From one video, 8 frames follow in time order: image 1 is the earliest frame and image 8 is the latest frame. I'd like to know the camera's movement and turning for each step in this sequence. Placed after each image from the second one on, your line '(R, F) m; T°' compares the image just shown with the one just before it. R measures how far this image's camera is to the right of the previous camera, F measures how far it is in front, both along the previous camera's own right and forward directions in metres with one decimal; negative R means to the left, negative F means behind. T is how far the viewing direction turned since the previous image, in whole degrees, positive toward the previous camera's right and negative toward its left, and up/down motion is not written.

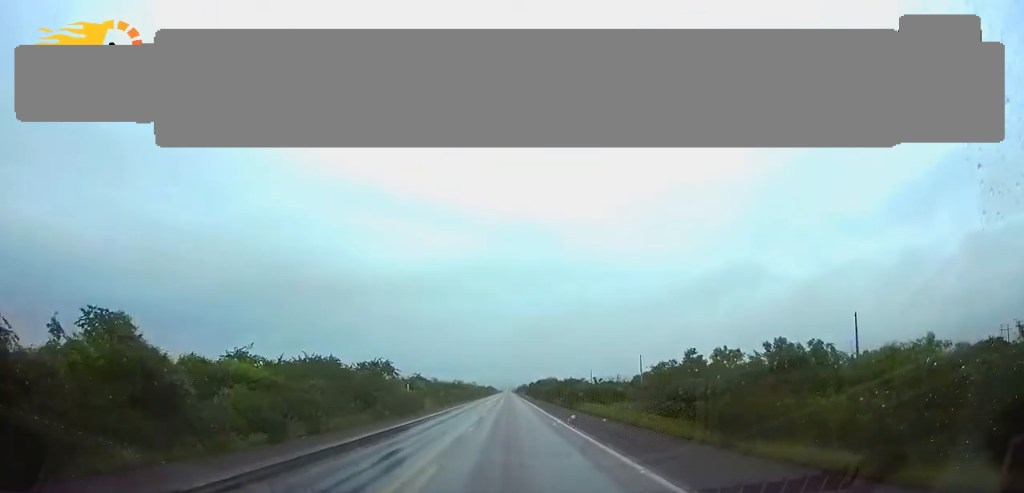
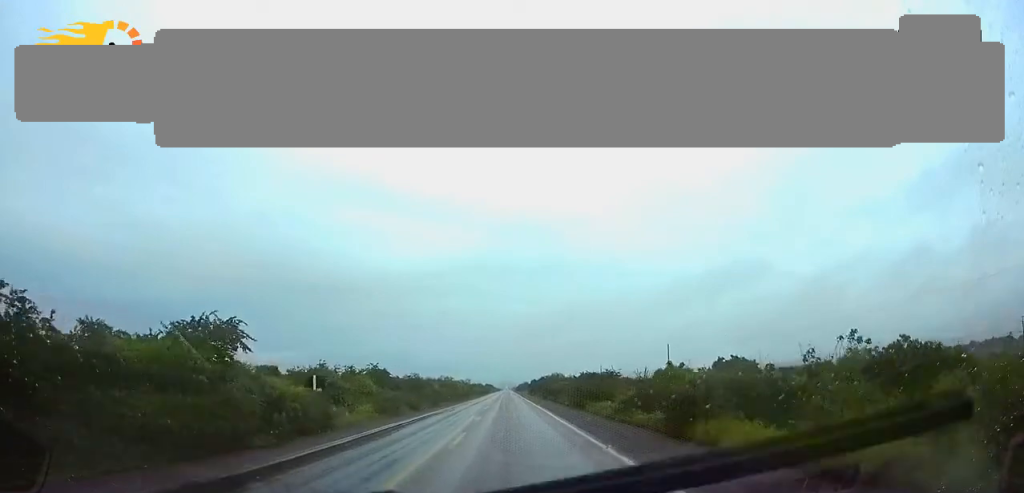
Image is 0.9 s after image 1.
(0.0, +29.0) m; 0°
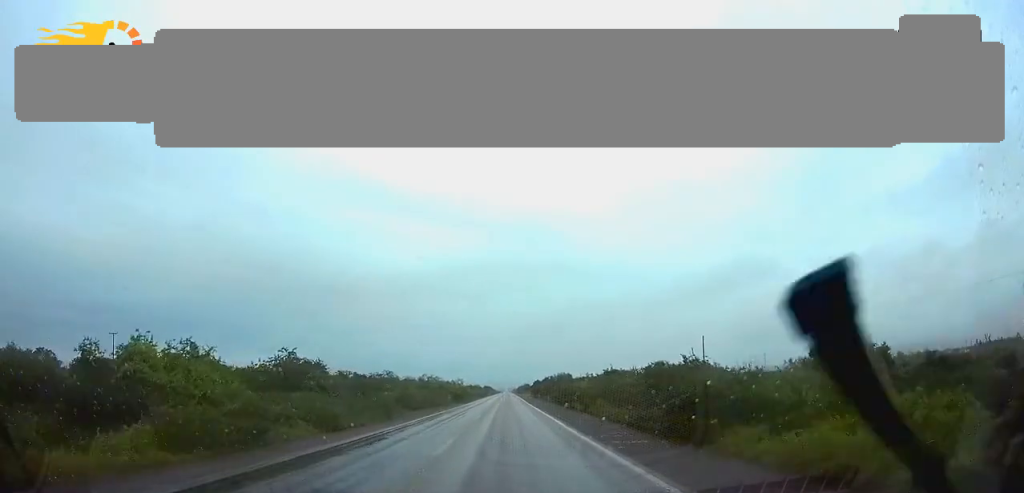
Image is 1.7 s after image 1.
(0.0, +24.8) m; 0°
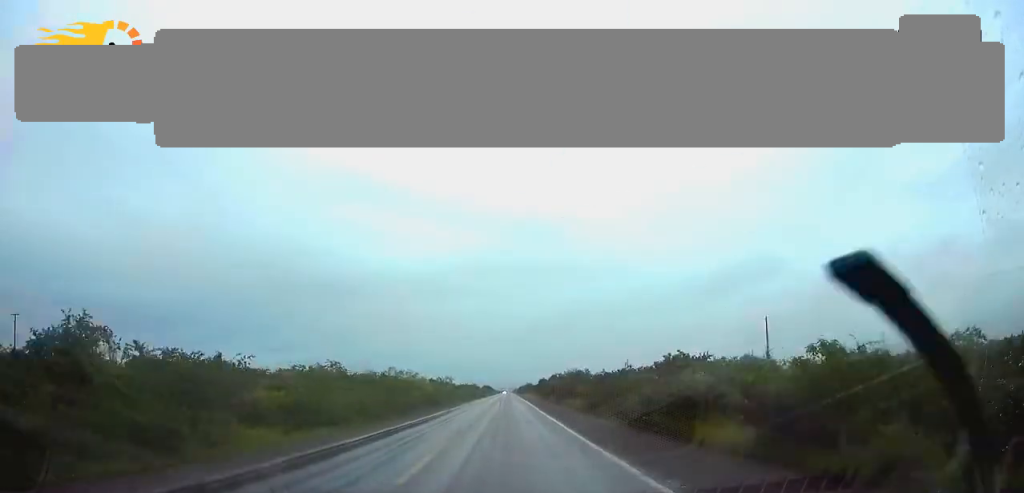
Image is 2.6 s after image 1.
(0.0, +28.0) m; 0°
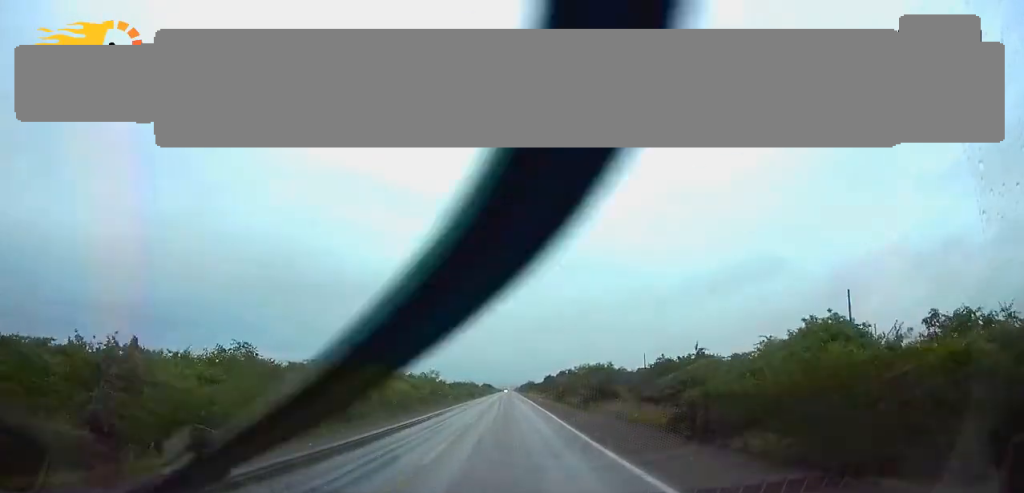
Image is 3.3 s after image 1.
(0.0, +21.8) m; 0°
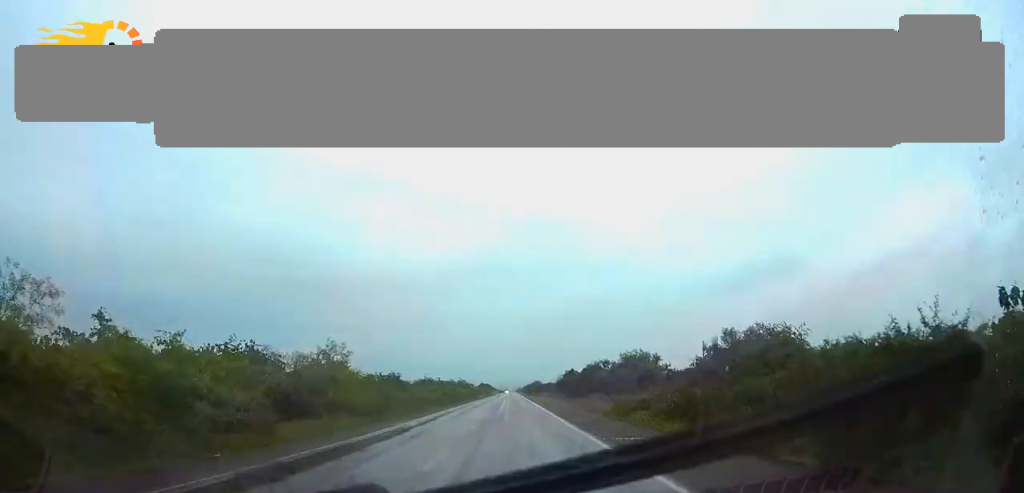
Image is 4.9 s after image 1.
(0.0, +48.9) m; 0°
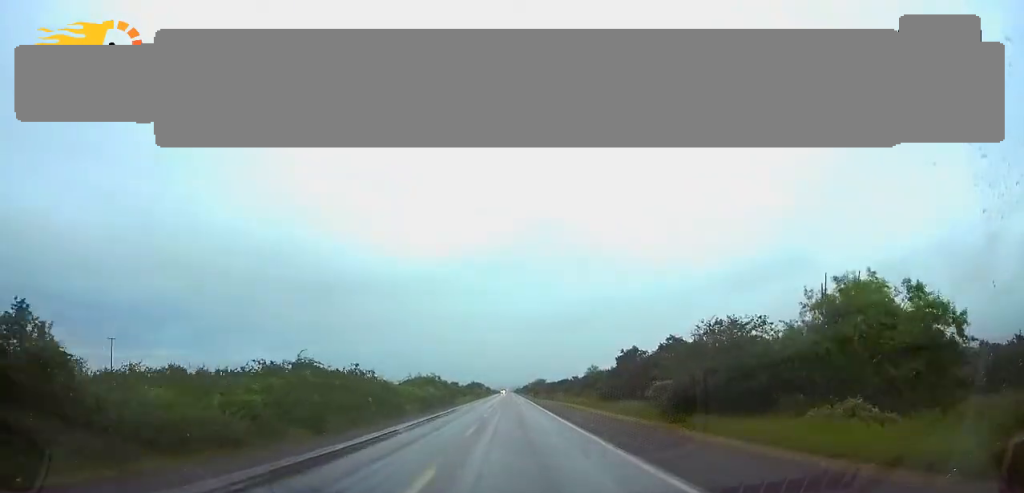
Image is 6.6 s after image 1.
(+0.1, +51.8) m; 0°
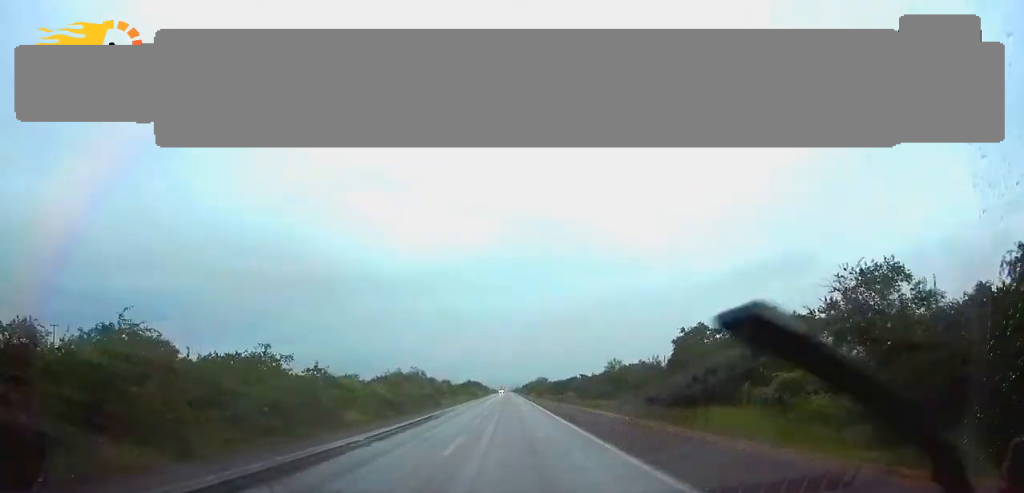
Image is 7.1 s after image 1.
(0.0, +17.6) m; 0°
